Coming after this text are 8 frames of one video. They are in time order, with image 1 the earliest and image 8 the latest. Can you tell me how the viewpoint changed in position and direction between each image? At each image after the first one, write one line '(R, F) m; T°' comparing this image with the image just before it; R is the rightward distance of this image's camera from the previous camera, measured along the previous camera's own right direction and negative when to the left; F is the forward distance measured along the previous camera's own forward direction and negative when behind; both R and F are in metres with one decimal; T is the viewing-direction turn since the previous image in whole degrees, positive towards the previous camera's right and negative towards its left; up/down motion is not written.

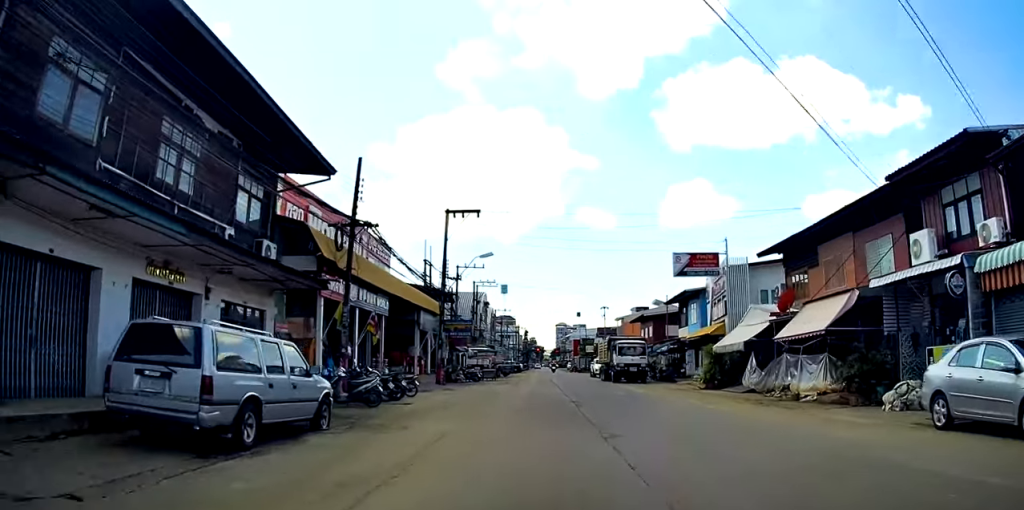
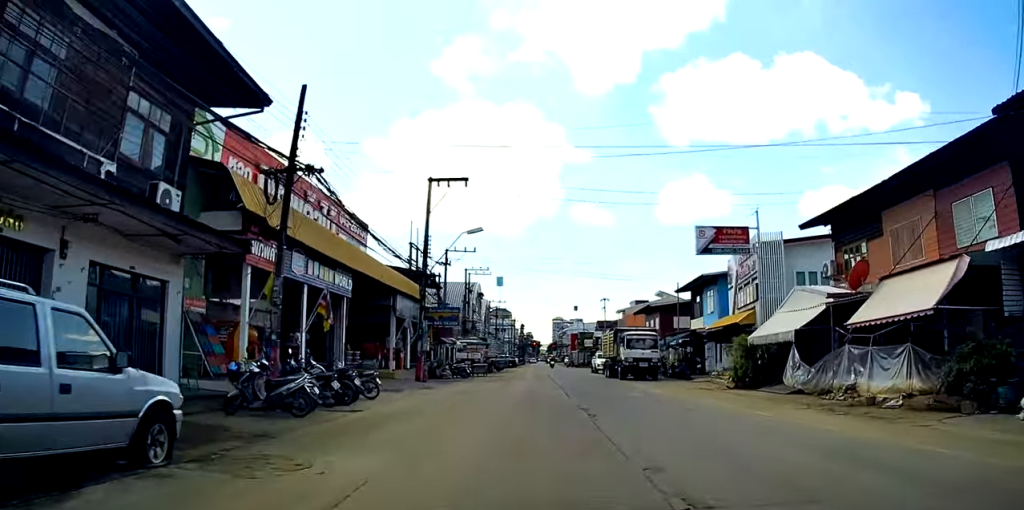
(0.0, +5.3) m; -1°
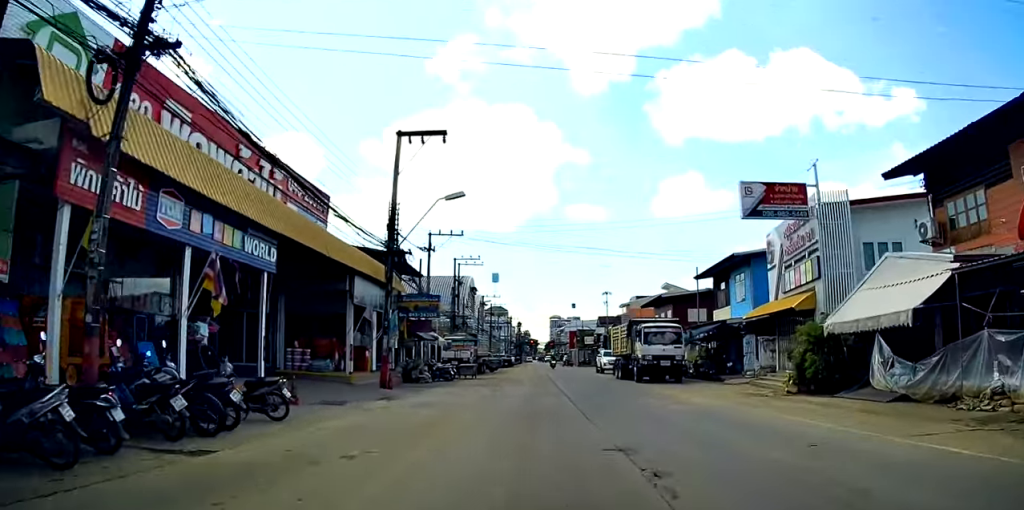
(-0.1, +6.8) m; -1°
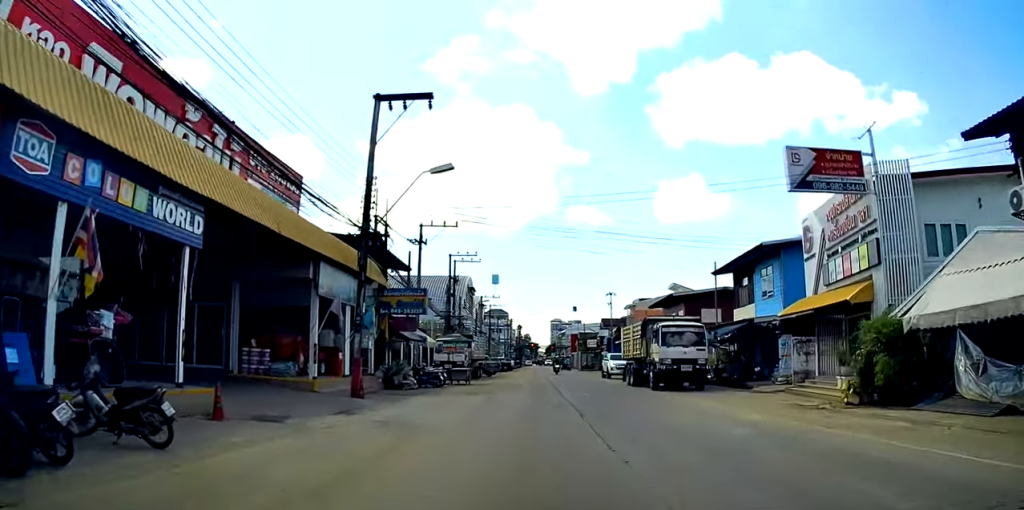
(-0.1, +4.0) m; 0°
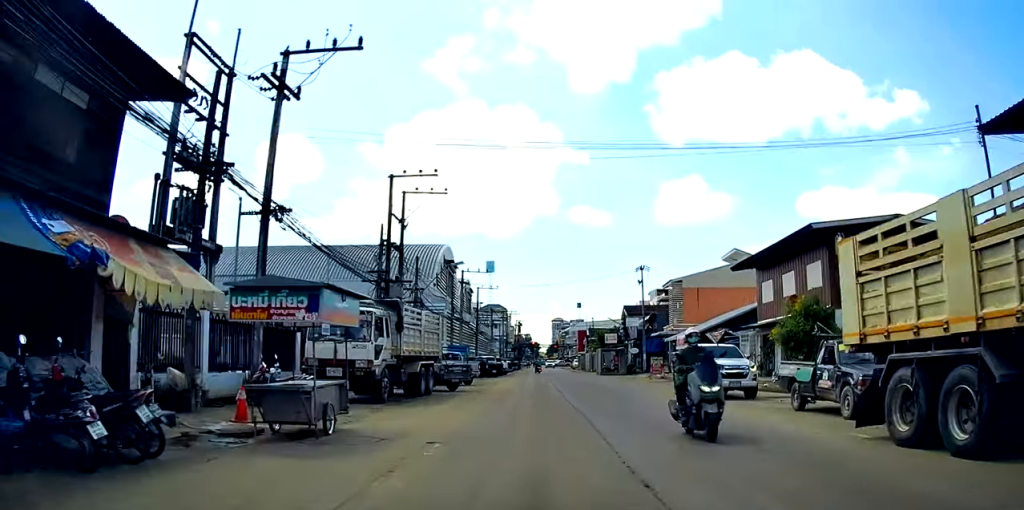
(+0.3, +24.9) m; +3°
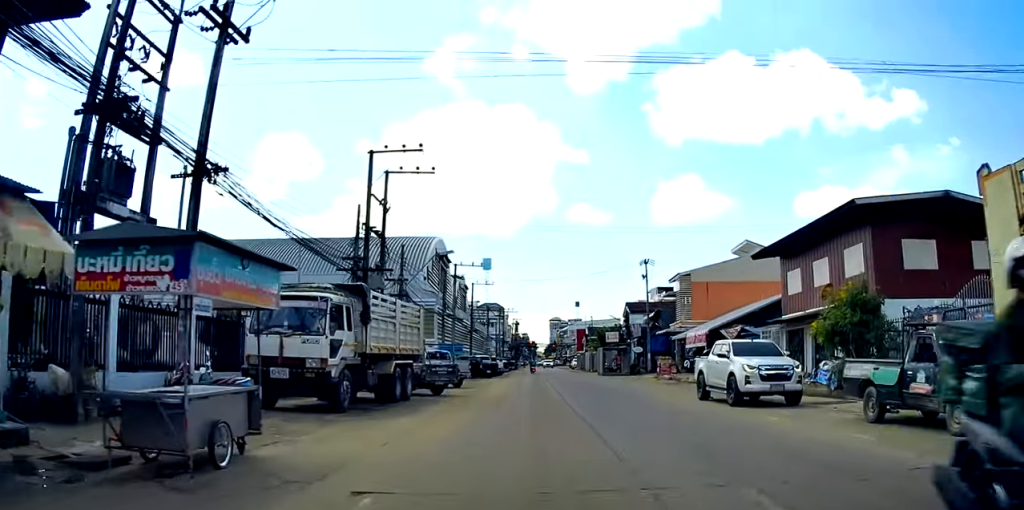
(0.0, +4.1) m; +1°
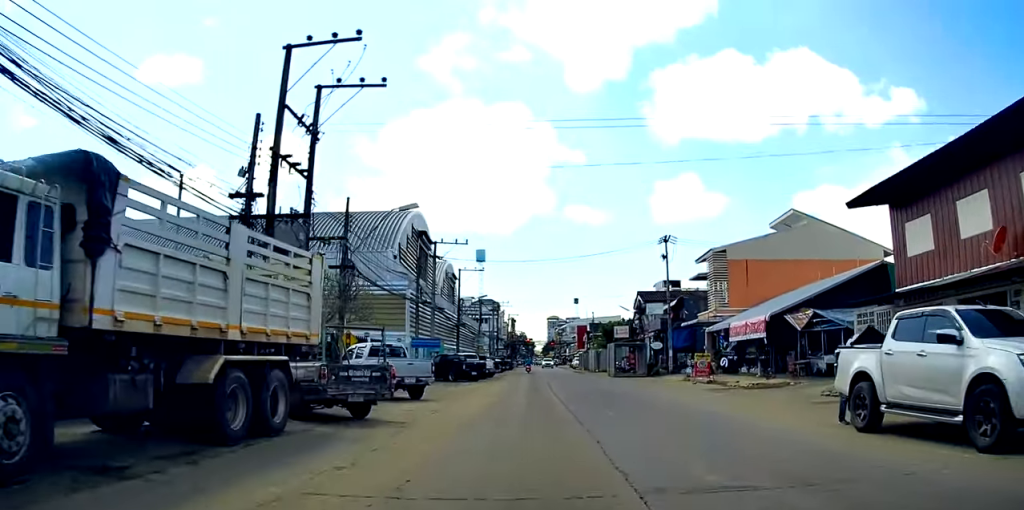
(+0.1, +10.6) m; +1°
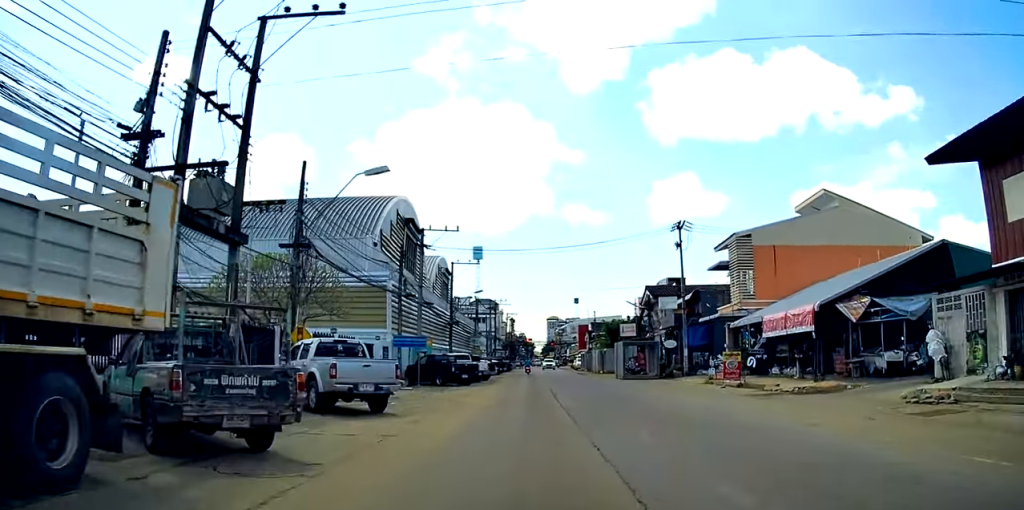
(0.0, +5.5) m; 0°
